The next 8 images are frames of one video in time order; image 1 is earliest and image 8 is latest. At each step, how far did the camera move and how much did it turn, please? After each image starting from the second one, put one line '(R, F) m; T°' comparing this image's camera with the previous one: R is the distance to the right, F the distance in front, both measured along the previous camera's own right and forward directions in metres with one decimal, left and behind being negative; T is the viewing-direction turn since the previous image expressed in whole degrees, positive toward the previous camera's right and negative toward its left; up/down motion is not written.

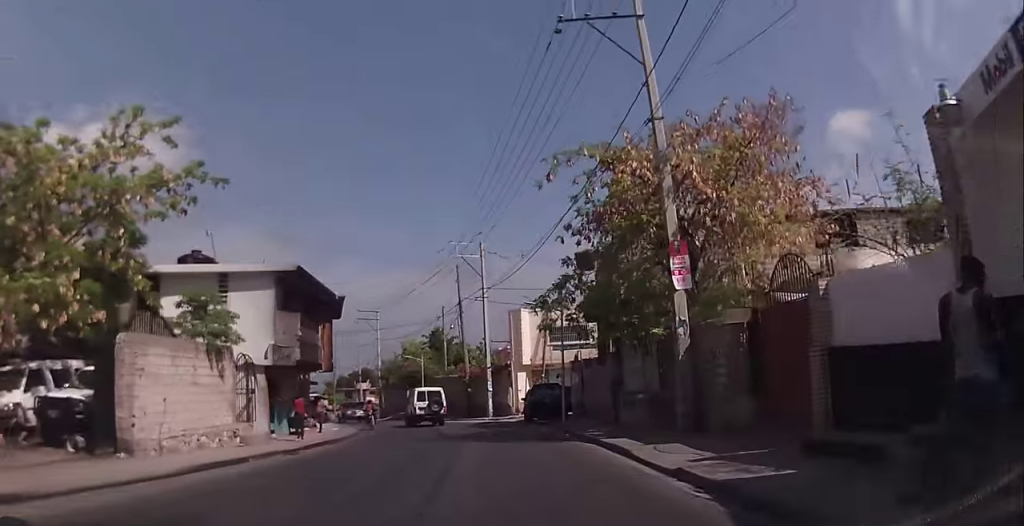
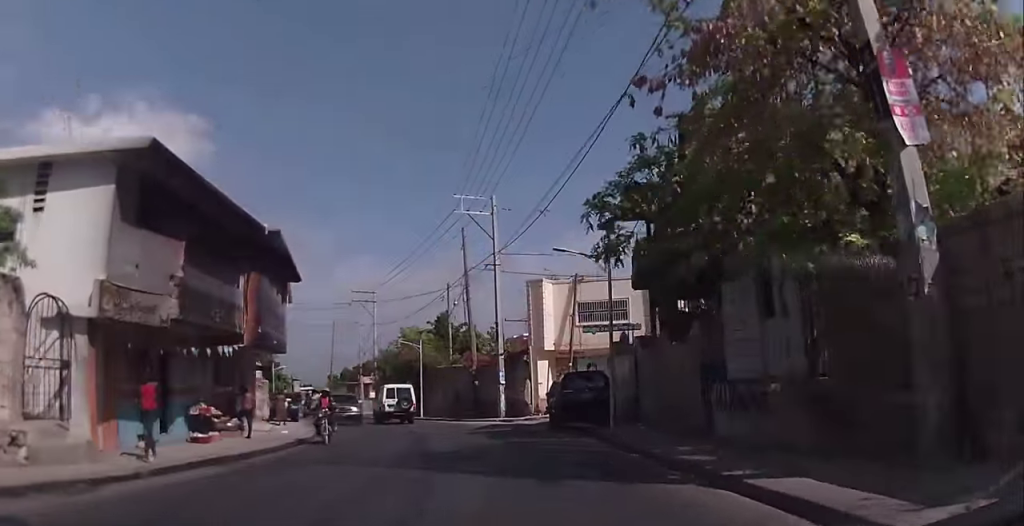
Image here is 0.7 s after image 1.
(-0.1, +9.7) m; -1°
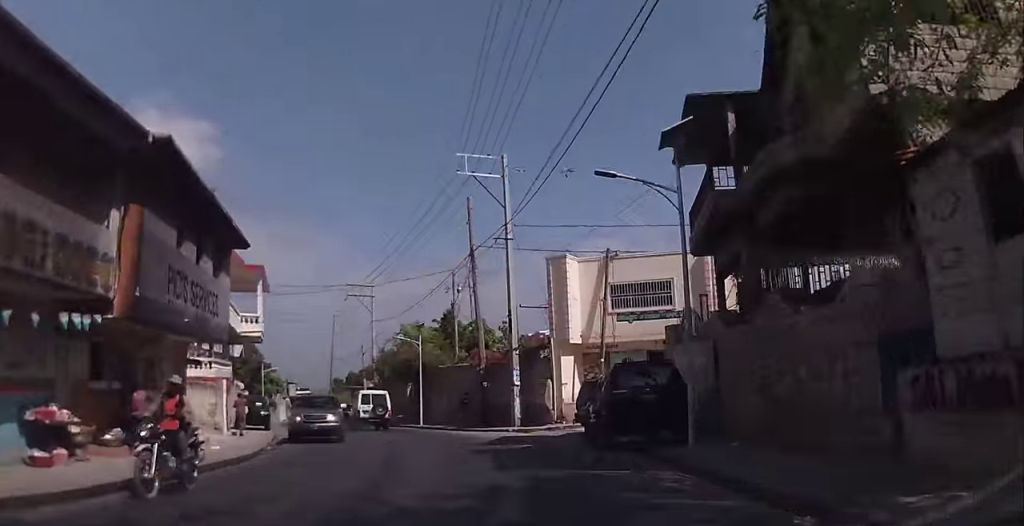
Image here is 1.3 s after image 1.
(-0.1, +7.0) m; 0°
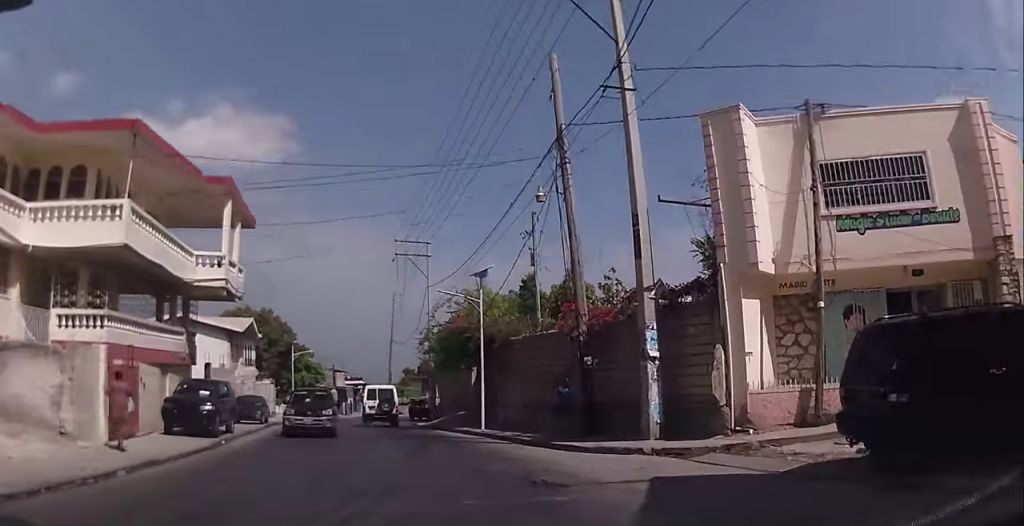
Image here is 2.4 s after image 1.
(0.0, +14.1) m; -4°
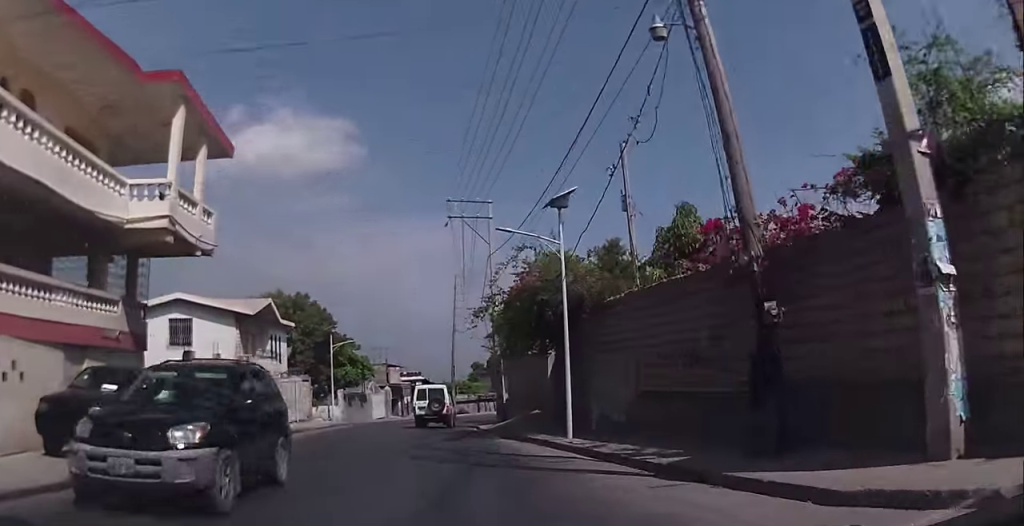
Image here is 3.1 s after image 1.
(-0.5, +8.6) m; -6°
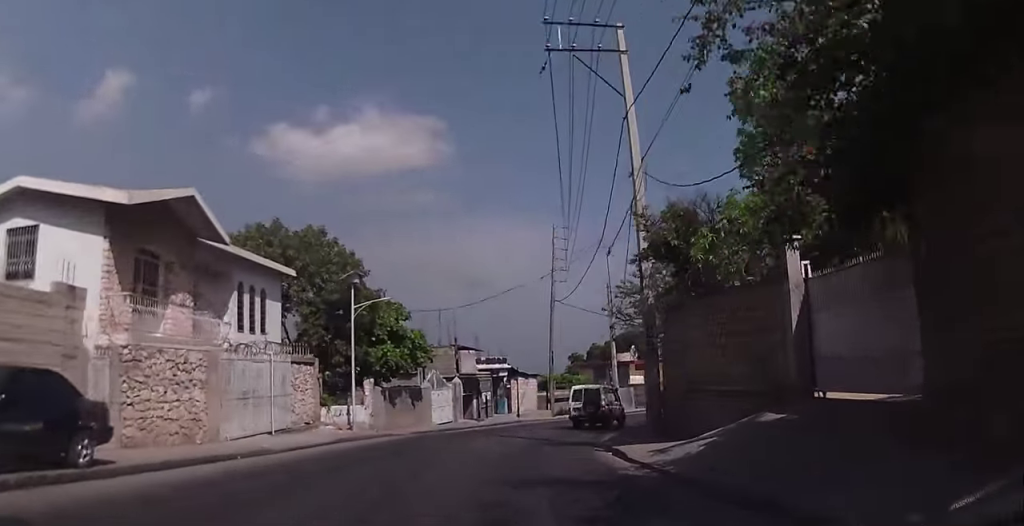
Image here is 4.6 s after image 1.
(-2.0, +17.8) m; -9°
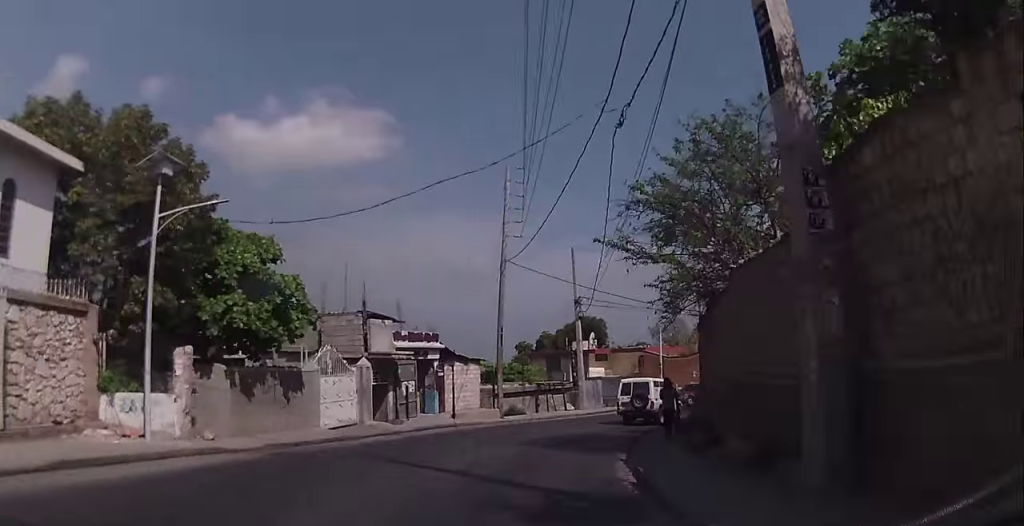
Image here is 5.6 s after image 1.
(-0.1, +12.3) m; +4°
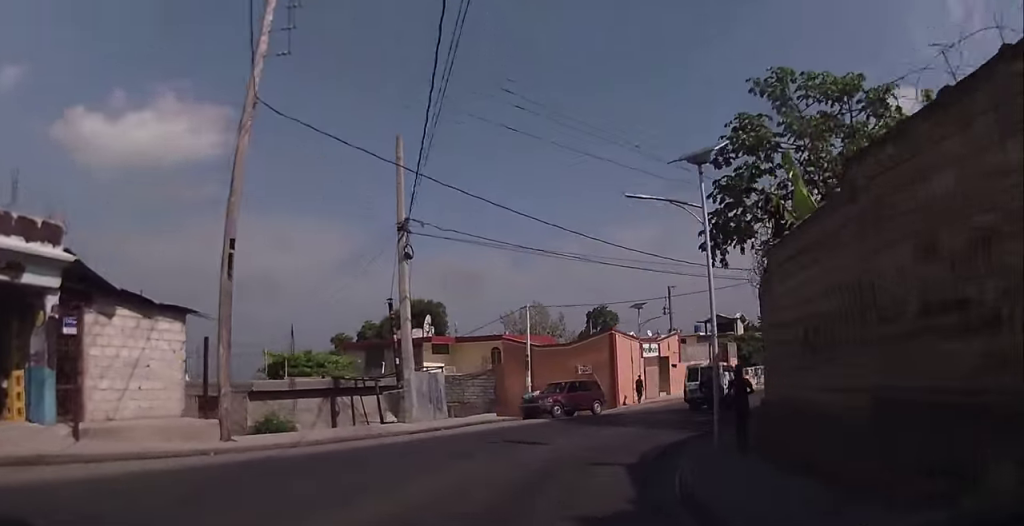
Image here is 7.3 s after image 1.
(+3.2, +18.8) m; +16°
